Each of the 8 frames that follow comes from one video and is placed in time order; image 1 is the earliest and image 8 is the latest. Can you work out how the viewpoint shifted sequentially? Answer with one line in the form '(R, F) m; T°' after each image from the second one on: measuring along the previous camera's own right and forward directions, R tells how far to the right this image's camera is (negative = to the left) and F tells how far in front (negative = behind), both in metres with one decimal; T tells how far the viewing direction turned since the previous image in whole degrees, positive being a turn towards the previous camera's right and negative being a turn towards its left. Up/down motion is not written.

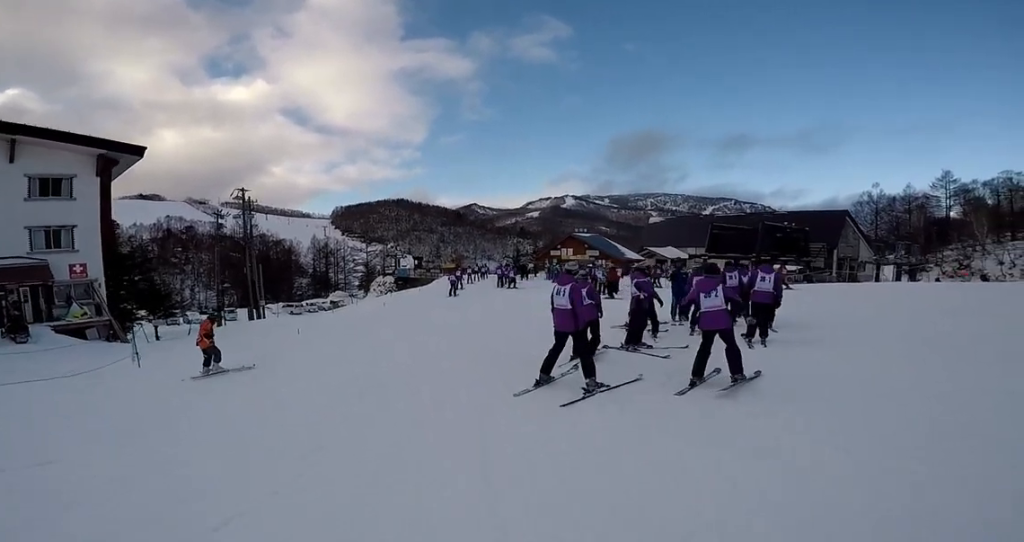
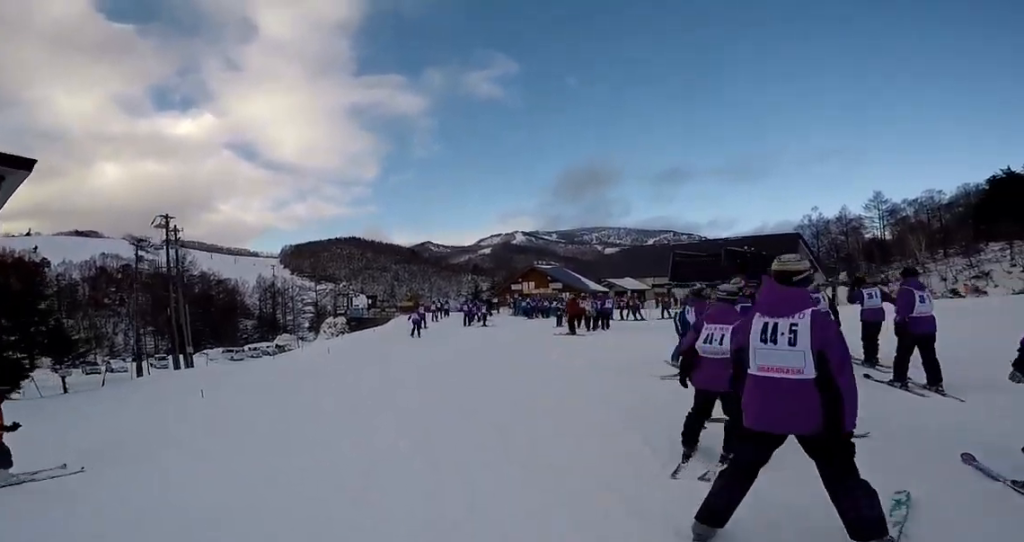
(+0.3, +3.4) m; +3°
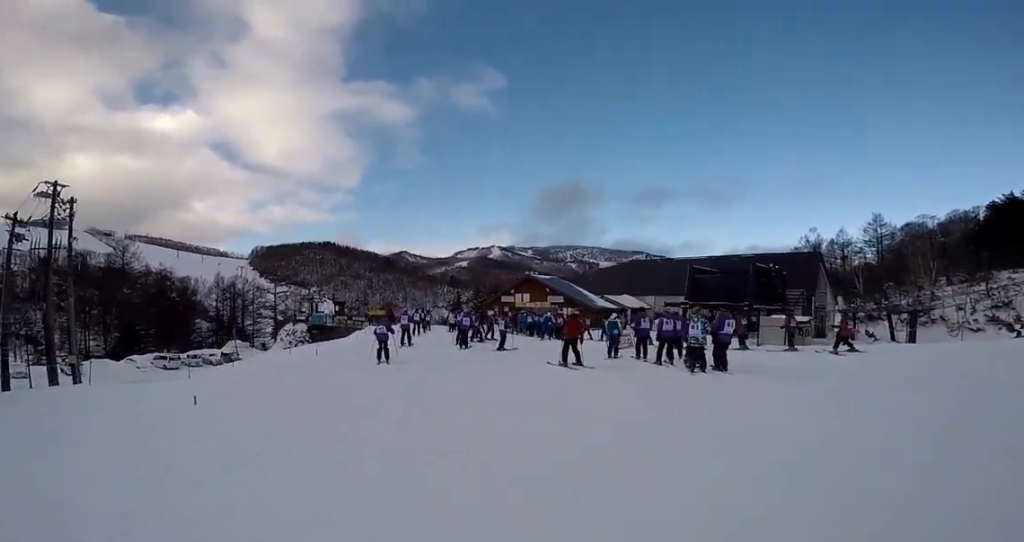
(+0.3, +7.3) m; +10°
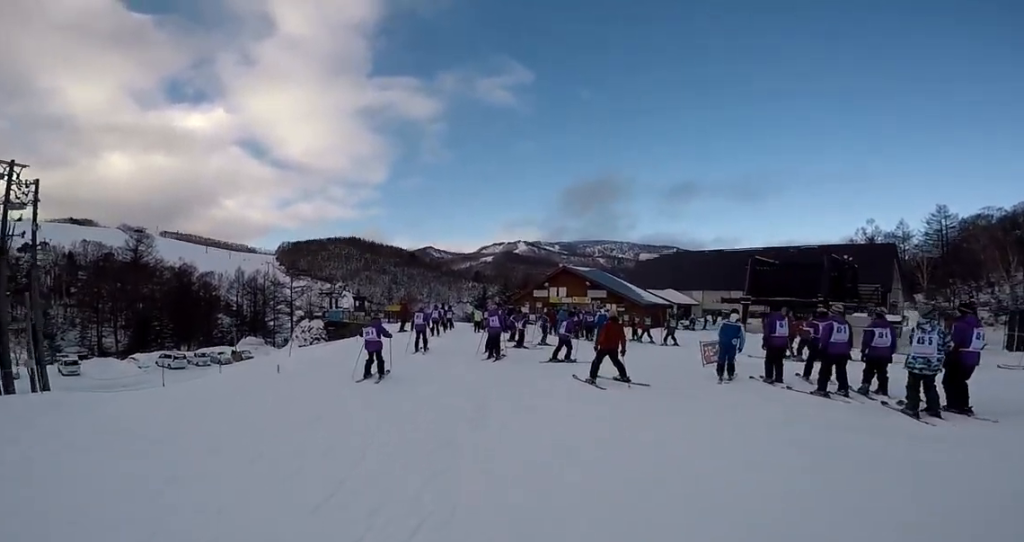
(+0.4, +4.1) m; +3°
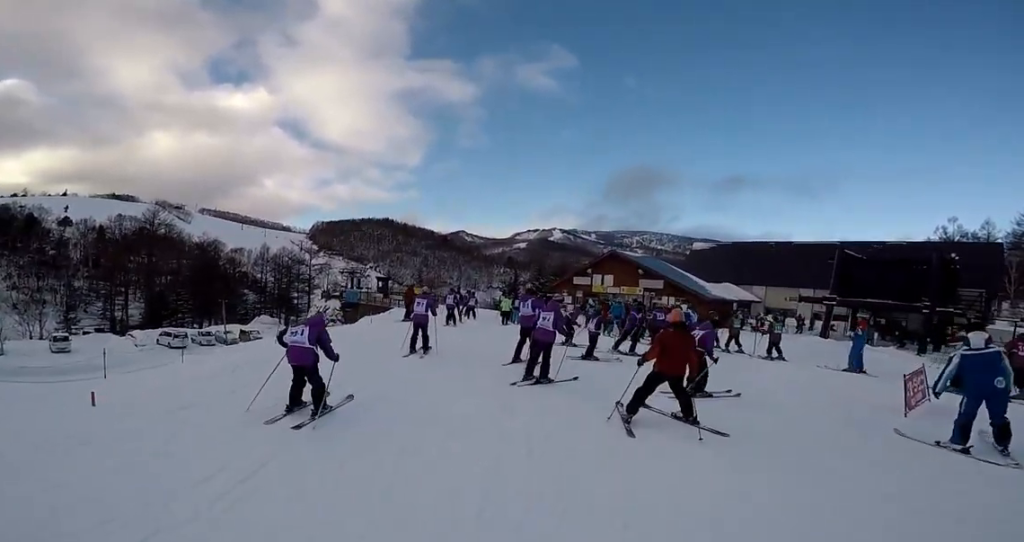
(+0.2, +4.7) m; -5°
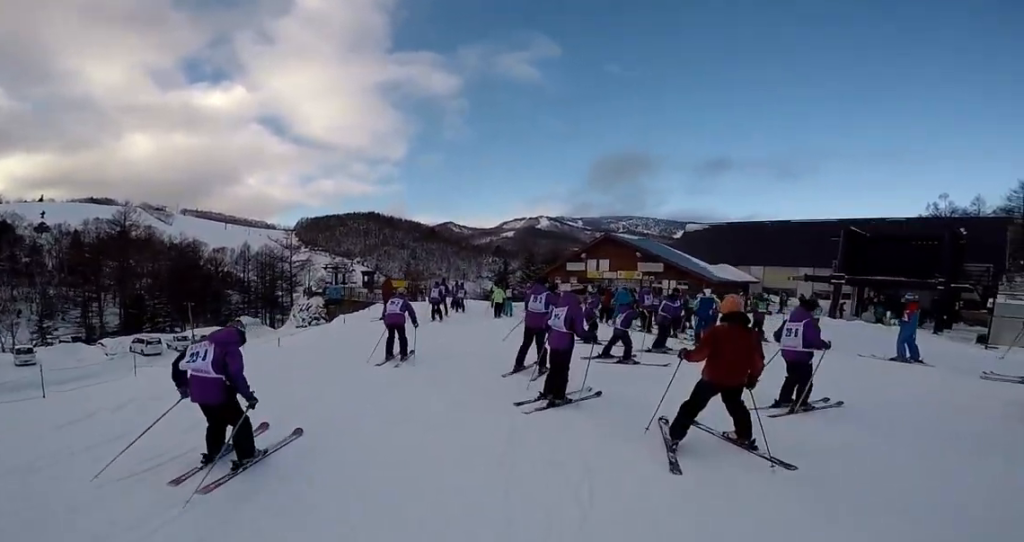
(-0.5, +2.0) m; -5°
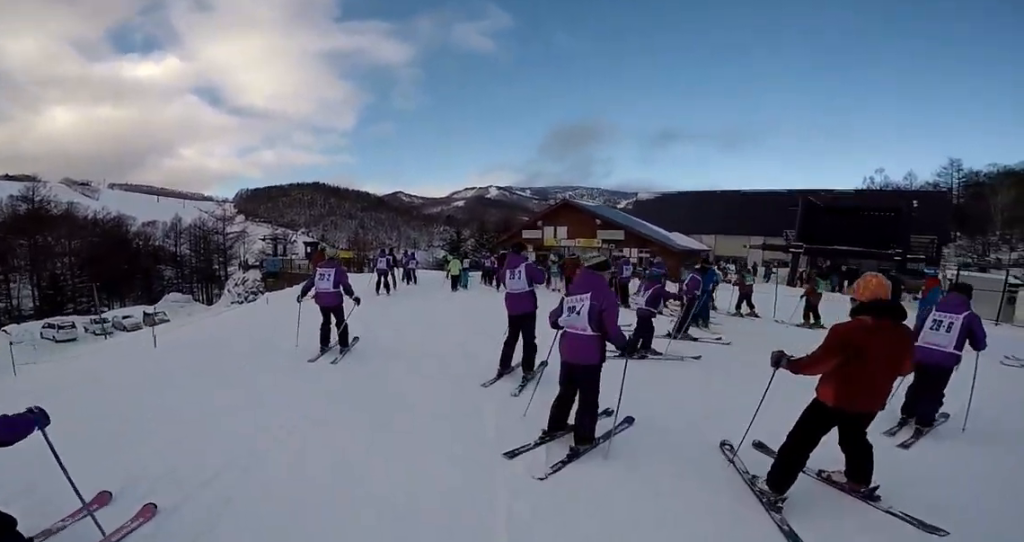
(0.0, +2.4) m; +3°
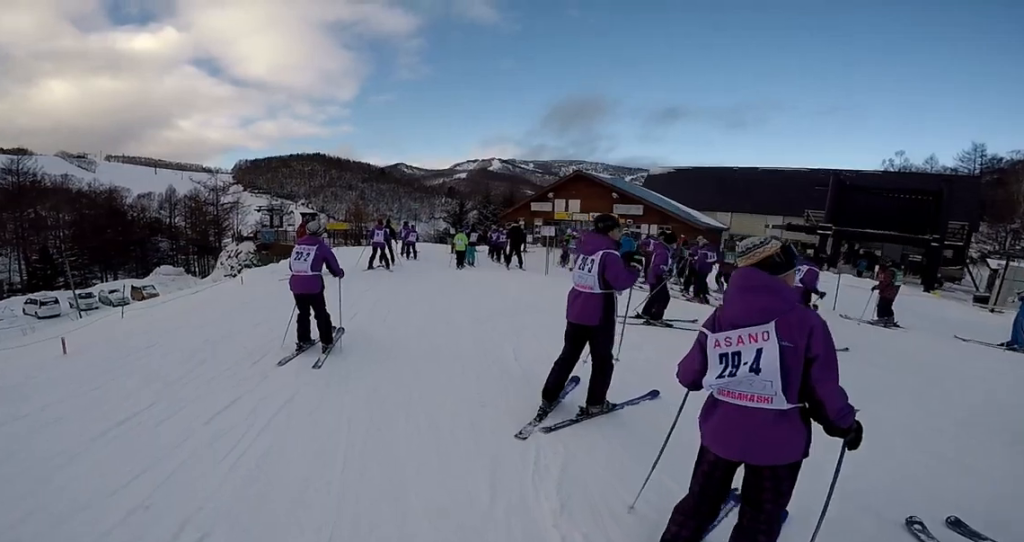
(+0.1, +2.0) m; +6°
